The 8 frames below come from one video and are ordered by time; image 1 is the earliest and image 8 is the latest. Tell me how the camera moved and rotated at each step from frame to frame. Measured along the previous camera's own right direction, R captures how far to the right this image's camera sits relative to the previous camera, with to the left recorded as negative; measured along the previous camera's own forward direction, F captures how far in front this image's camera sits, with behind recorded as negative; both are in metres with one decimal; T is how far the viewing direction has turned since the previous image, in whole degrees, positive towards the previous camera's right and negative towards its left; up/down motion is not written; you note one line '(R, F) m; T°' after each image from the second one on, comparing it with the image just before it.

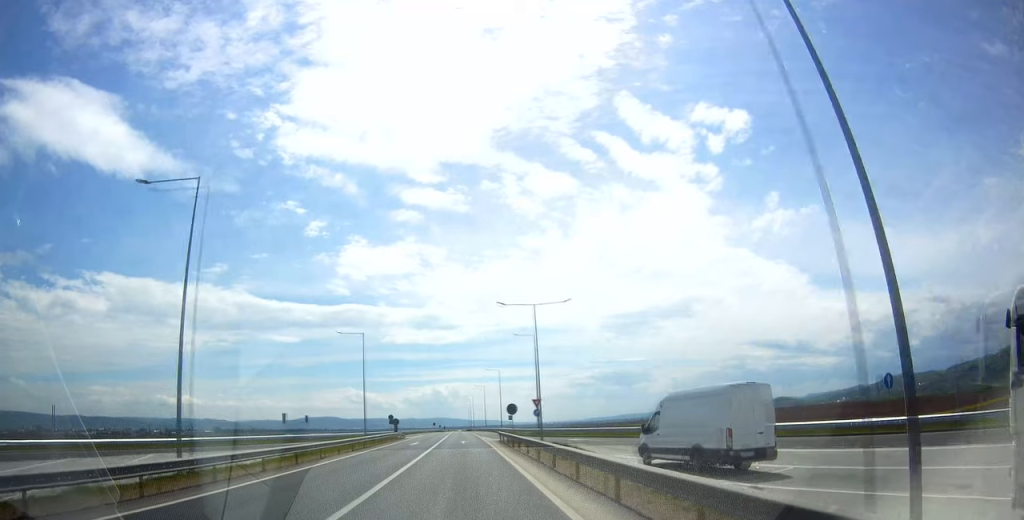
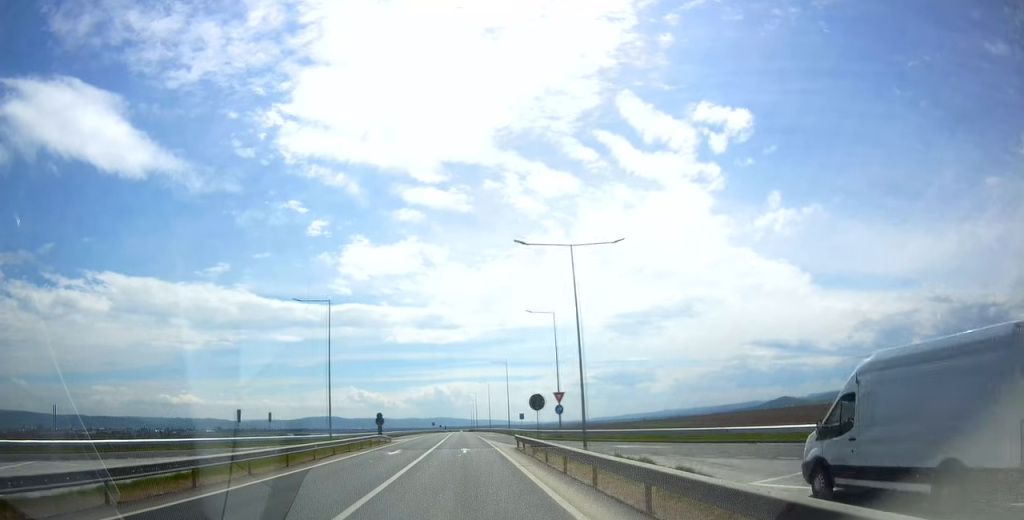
(+0.2, +13.9) m; -1°
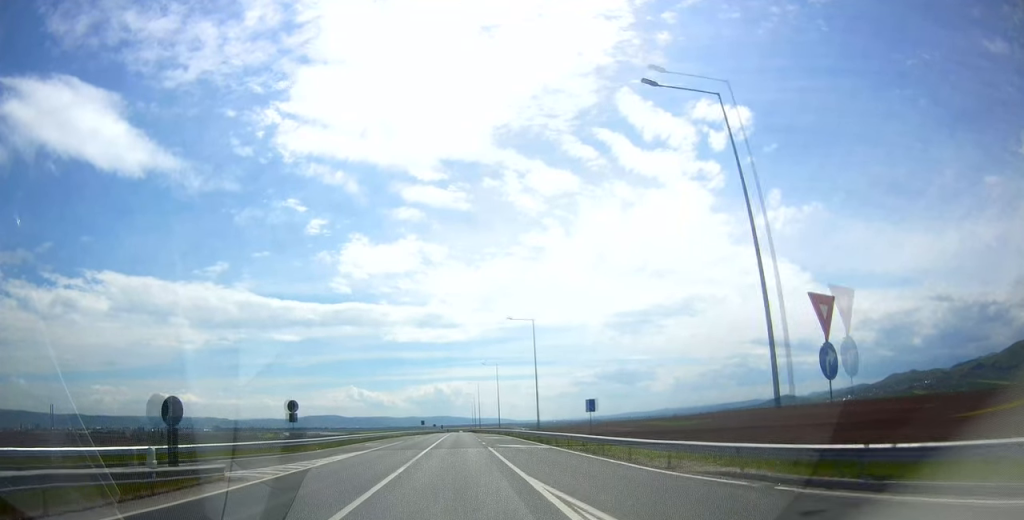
(-1.1, +38.0) m; -1°
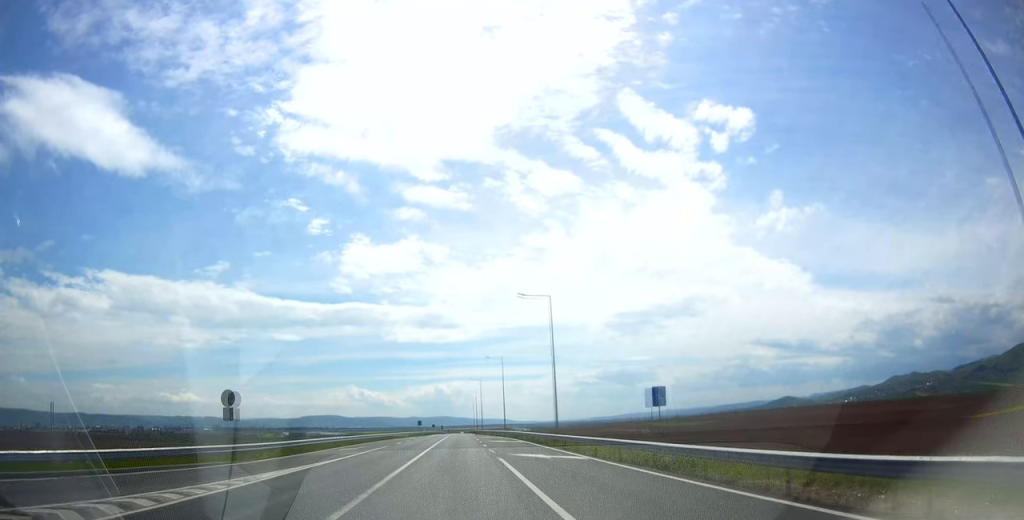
(0.0, +10.5) m; 0°
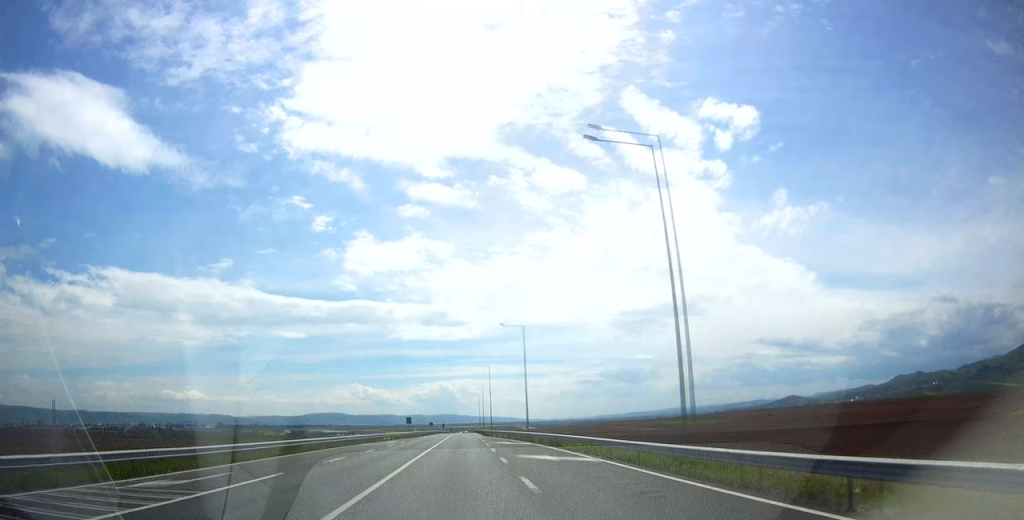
(0.0, +26.4) m; -1°
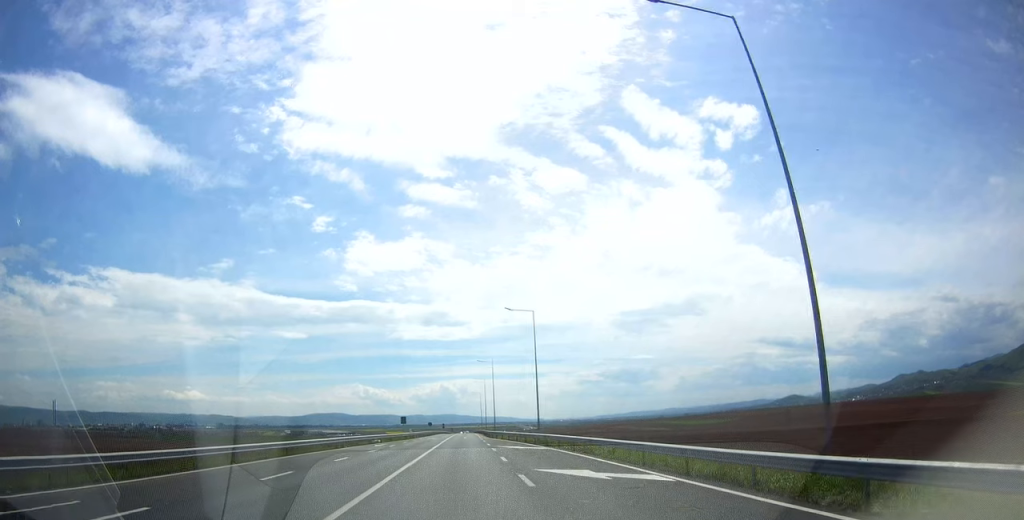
(-0.1, +8.0) m; 0°
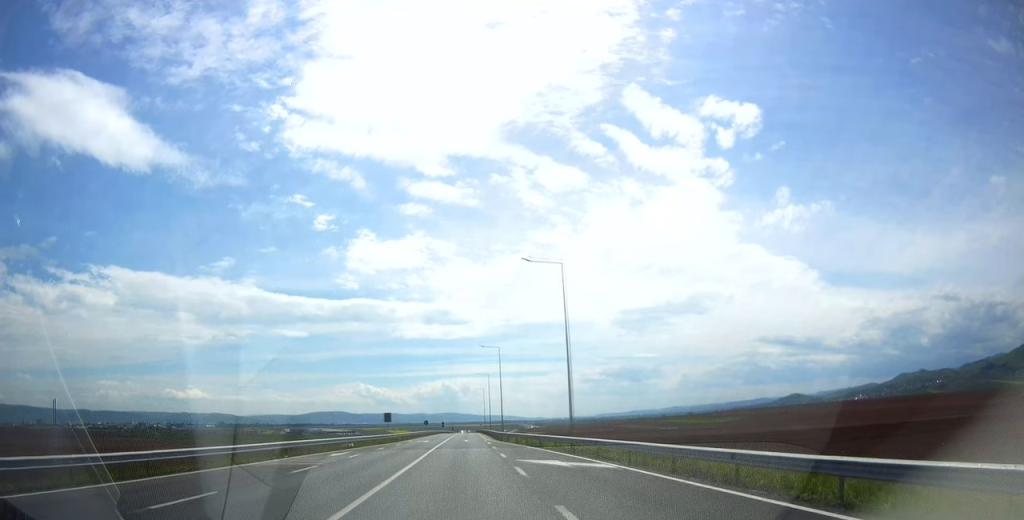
(0.0, +15.4) m; 0°
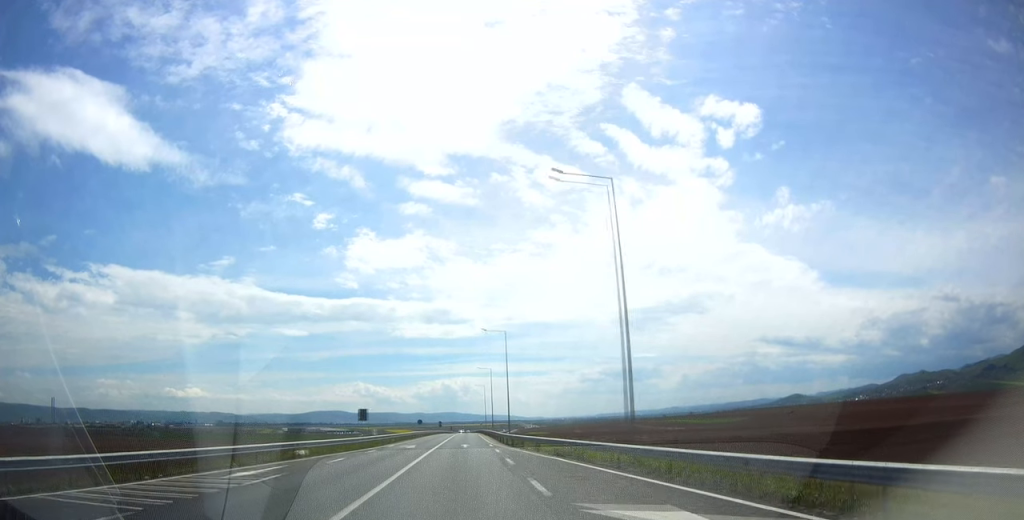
(0.0, +13.0) m; 0°
